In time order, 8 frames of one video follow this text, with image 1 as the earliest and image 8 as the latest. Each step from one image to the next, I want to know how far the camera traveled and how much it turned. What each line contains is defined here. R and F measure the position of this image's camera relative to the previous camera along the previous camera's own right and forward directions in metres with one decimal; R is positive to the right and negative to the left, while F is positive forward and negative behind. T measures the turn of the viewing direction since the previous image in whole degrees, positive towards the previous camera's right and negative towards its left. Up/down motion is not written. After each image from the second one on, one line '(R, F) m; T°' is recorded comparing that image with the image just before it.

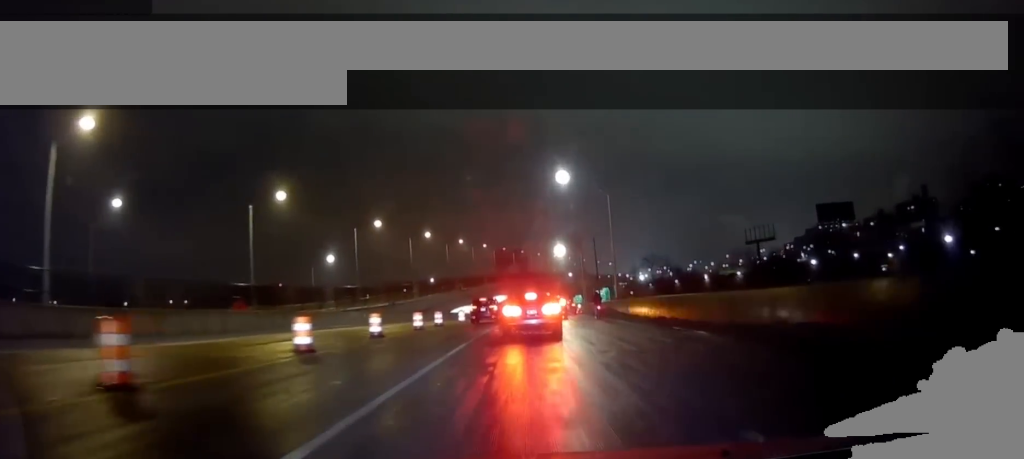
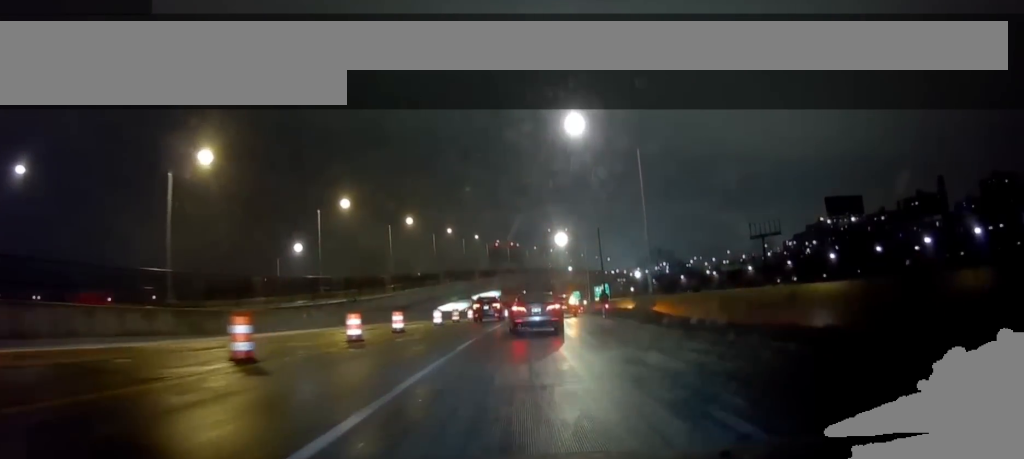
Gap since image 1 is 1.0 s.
(+0.2, +10.9) m; 0°
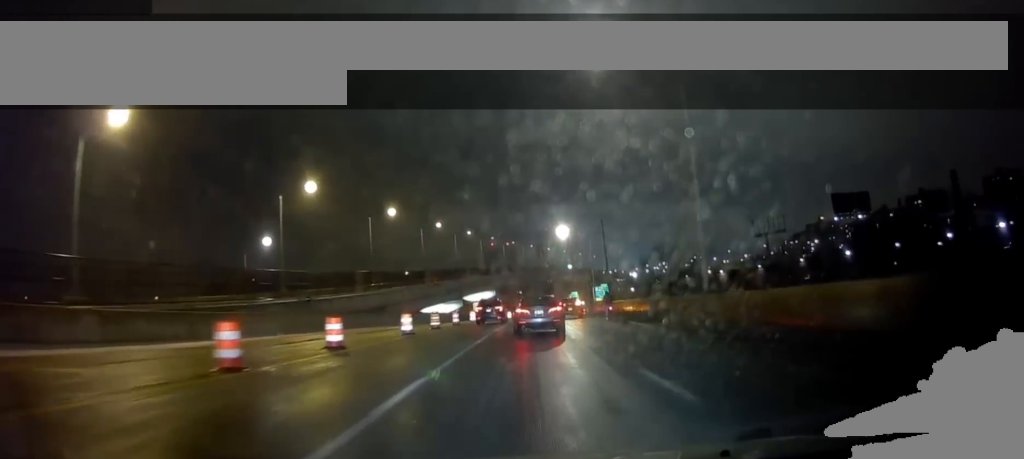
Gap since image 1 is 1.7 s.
(-0.4, +8.7) m; 0°
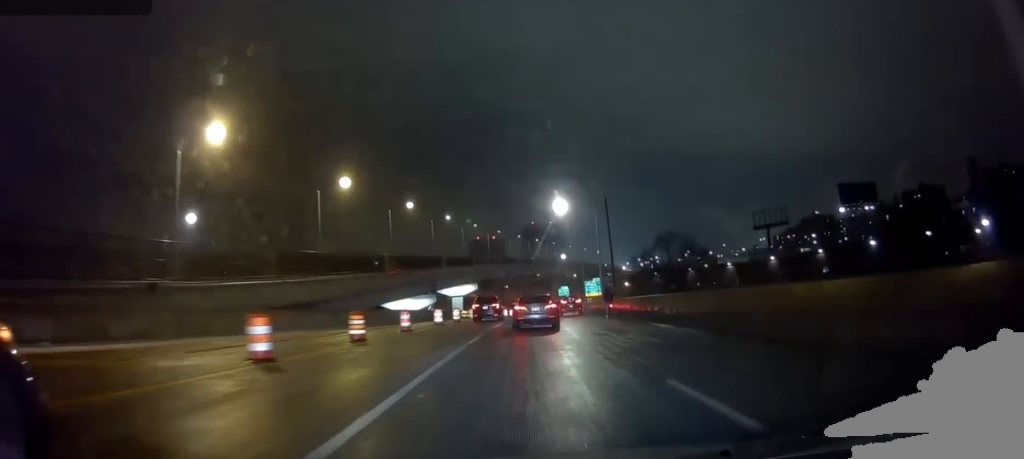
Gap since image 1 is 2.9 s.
(+0.6, +14.0) m; +2°
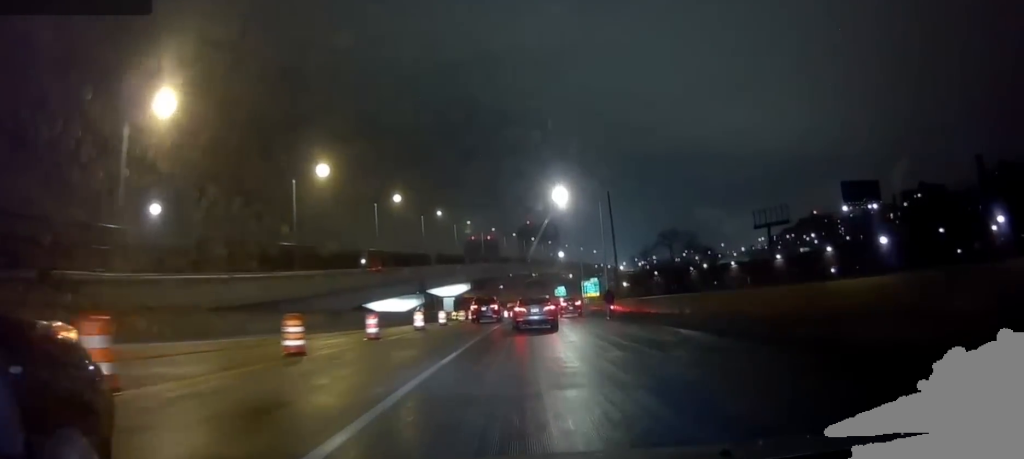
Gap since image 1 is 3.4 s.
(0.0, +4.9) m; 0°
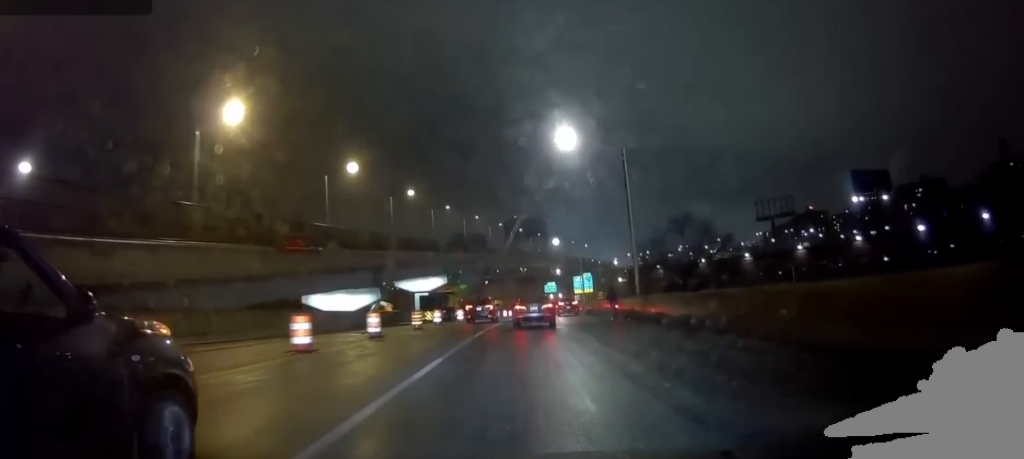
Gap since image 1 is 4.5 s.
(+0.1, +14.3) m; +2°
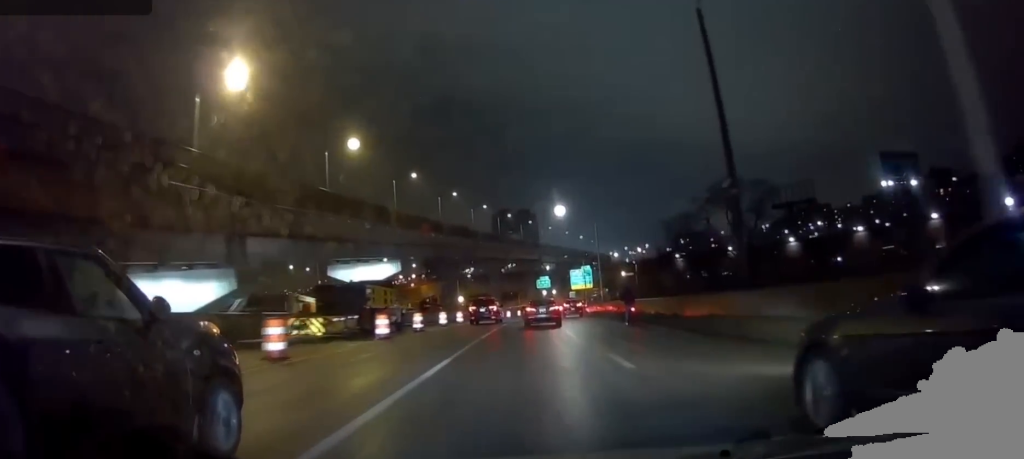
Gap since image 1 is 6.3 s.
(0.0, +22.5) m; -1°
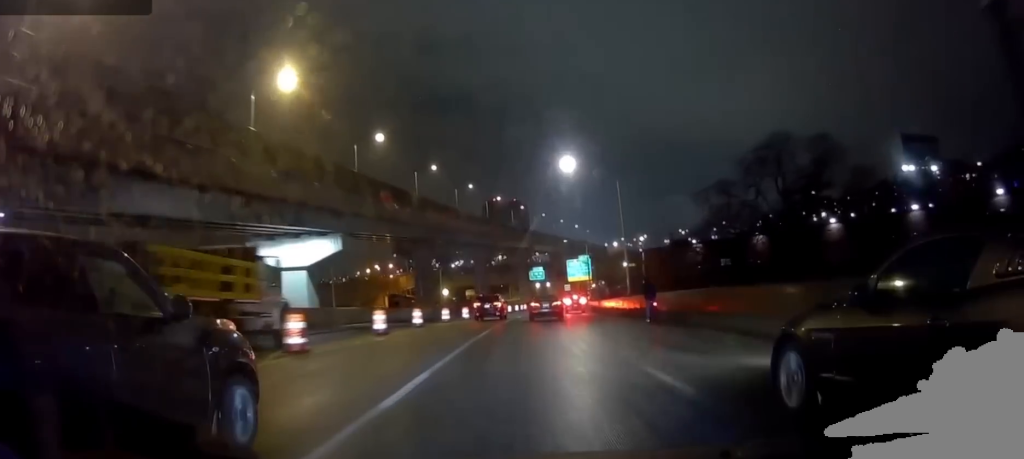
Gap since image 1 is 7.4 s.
(-0.2, +15.1) m; +2°
